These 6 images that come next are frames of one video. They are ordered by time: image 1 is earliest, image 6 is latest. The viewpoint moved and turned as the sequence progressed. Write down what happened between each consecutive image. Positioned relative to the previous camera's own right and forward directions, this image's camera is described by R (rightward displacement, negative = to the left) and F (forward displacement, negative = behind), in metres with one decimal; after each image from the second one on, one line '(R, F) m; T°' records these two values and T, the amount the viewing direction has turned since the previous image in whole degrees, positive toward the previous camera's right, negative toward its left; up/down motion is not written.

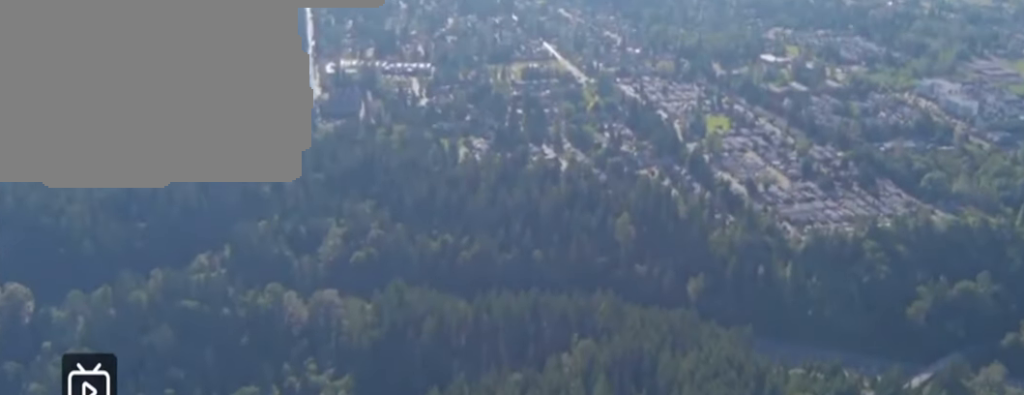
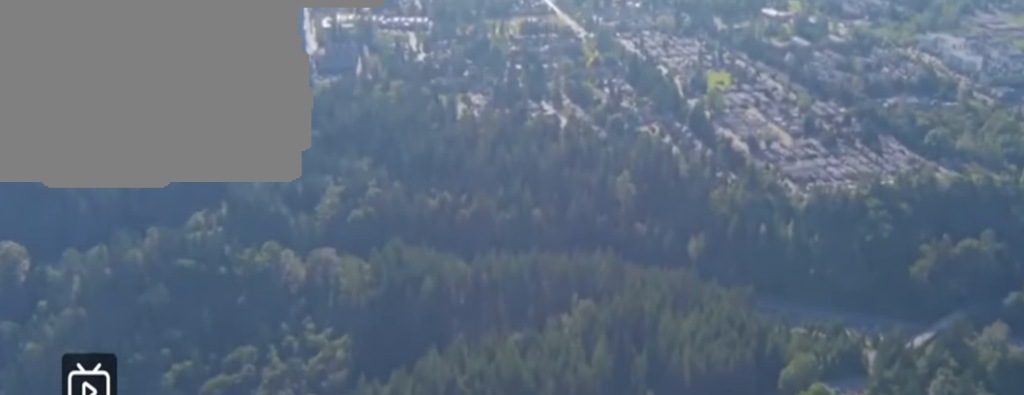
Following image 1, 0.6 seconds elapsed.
(0.0, +7.8) m; 0°
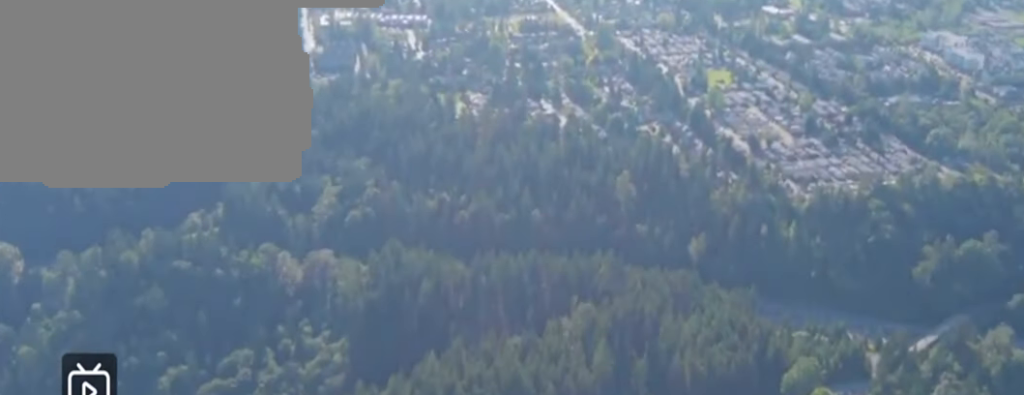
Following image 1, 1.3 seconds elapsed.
(0.0, +8.3) m; 0°
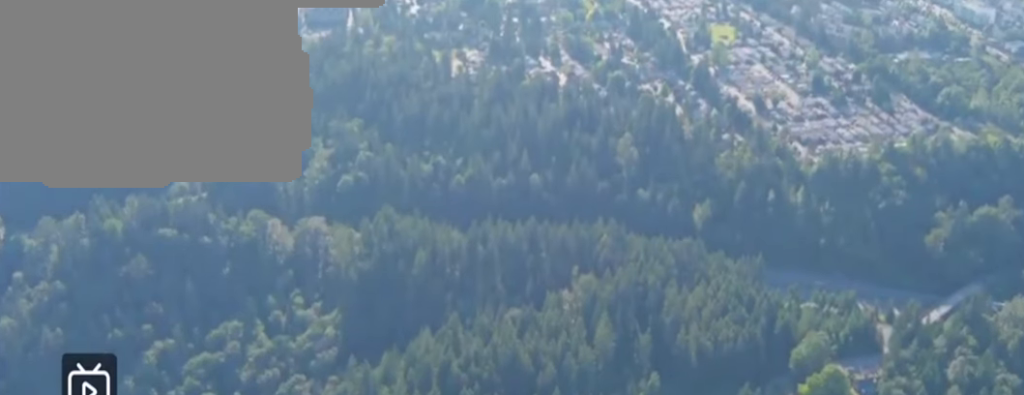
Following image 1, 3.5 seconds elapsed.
(0.0, +27.7) m; 0°
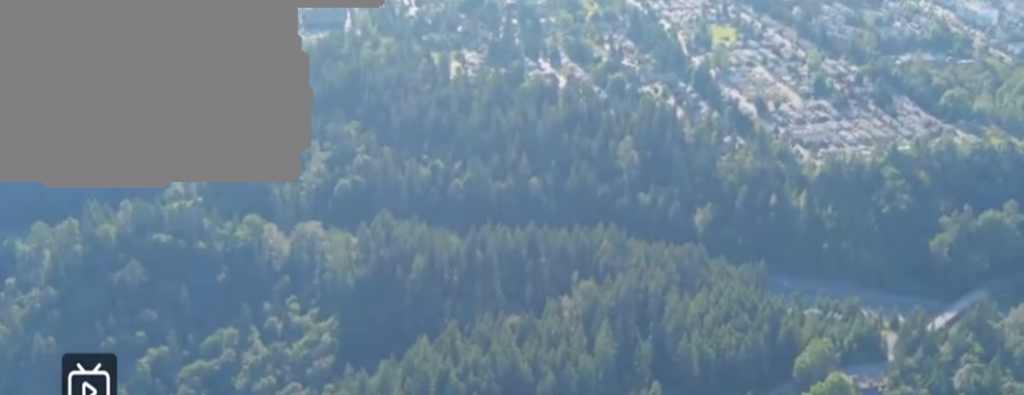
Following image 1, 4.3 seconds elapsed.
(0.0, +9.5) m; 0°
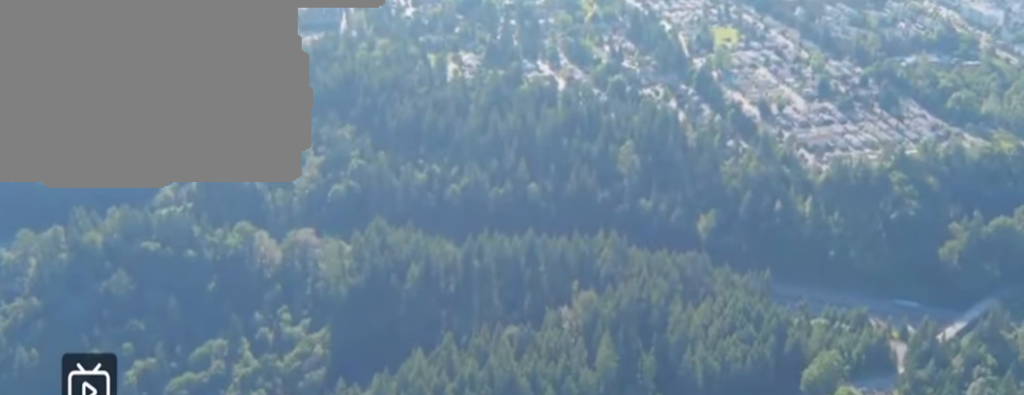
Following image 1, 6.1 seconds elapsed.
(+0.1, +20.8) m; 0°
